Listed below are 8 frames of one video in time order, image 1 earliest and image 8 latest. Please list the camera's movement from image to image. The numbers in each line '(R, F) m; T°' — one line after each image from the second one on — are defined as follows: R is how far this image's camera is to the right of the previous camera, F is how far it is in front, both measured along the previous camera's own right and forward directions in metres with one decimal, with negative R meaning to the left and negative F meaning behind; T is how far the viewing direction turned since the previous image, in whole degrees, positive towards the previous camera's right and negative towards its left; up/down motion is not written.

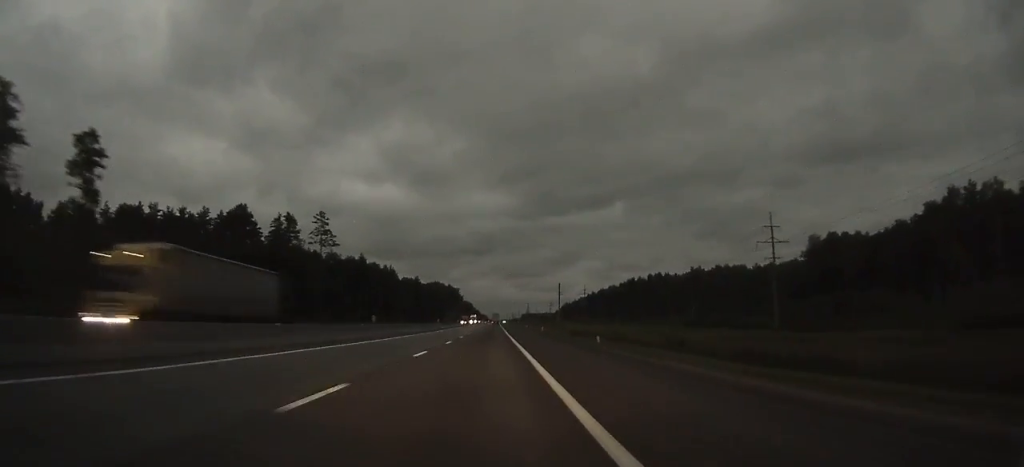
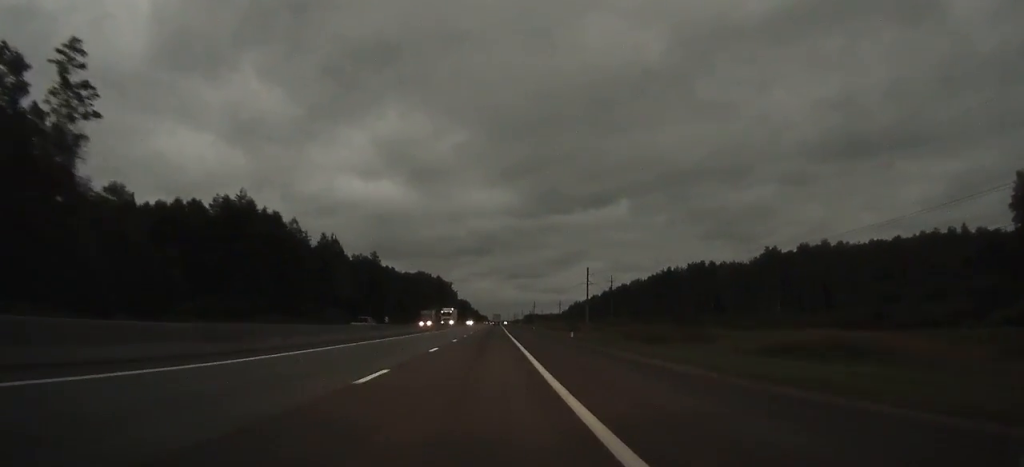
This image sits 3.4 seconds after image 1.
(-0.1, +80.5) m; 0°
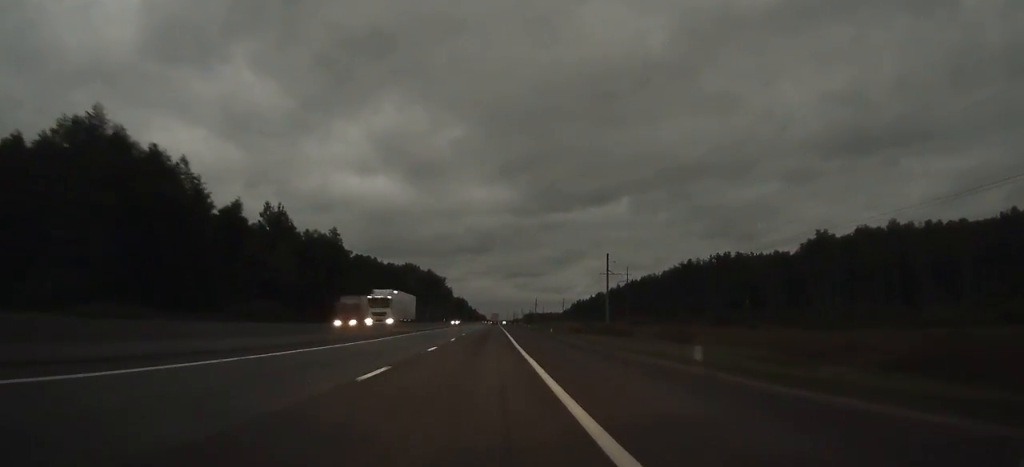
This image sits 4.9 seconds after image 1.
(0.0, +35.9) m; 0°
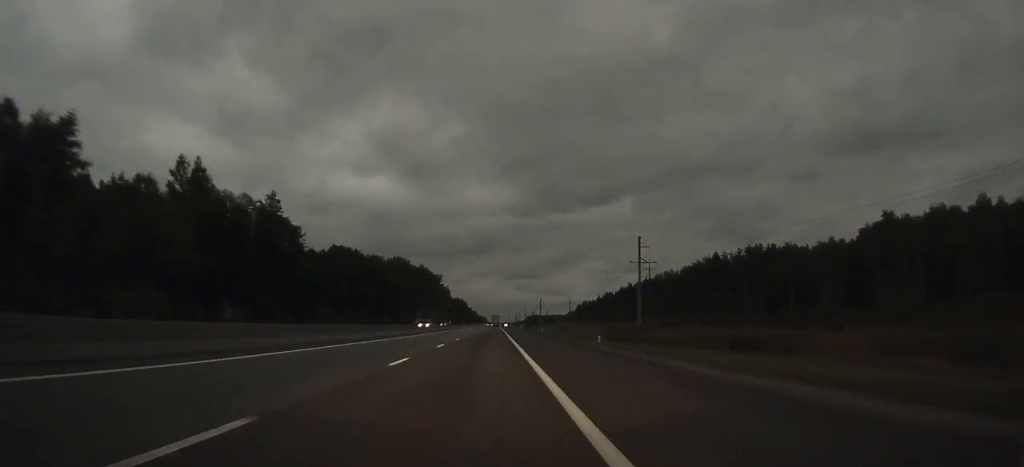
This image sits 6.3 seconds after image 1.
(-0.1, +32.5) m; 0°
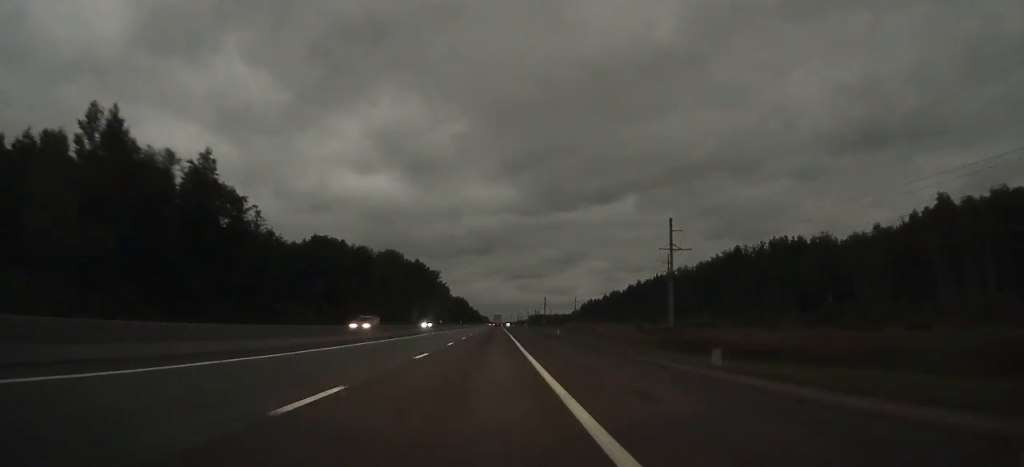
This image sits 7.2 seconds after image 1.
(0.0, +20.1) m; 0°
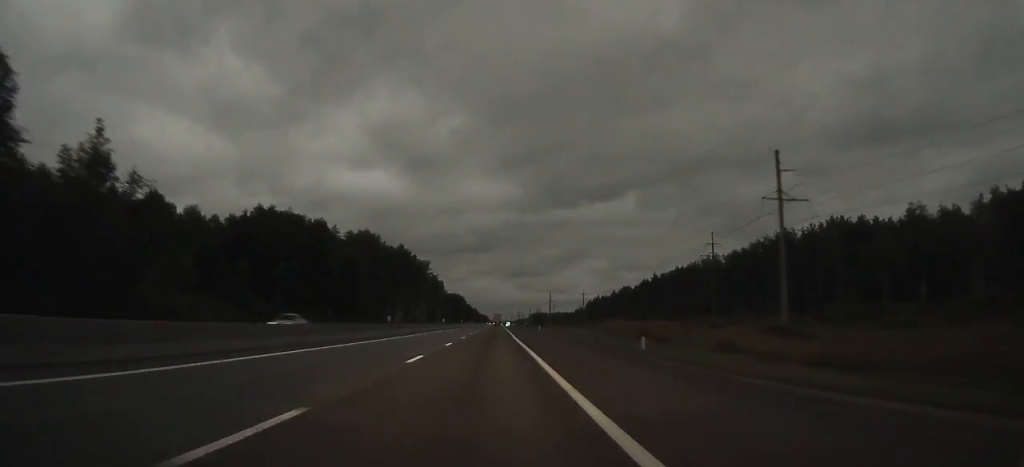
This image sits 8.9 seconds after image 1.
(0.0, +38.7) m; 0°
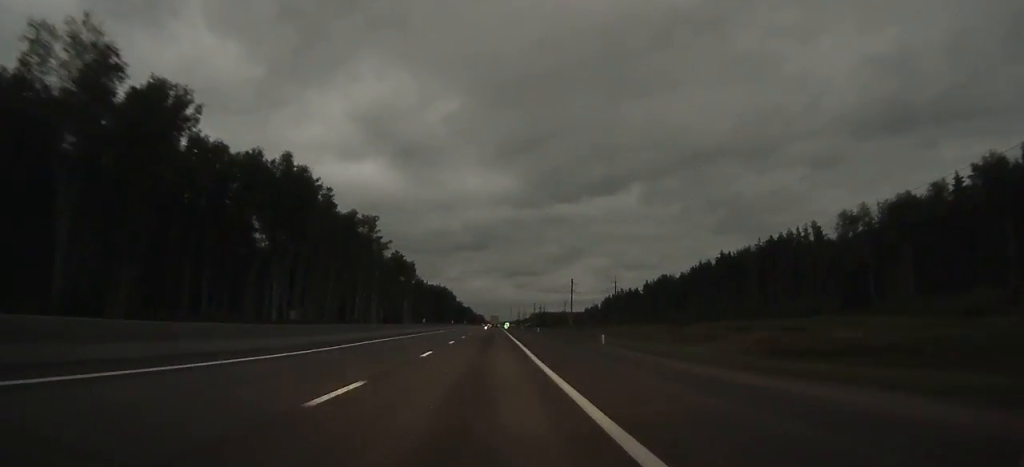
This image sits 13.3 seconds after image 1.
(-0.3, +103.2) m; 0°
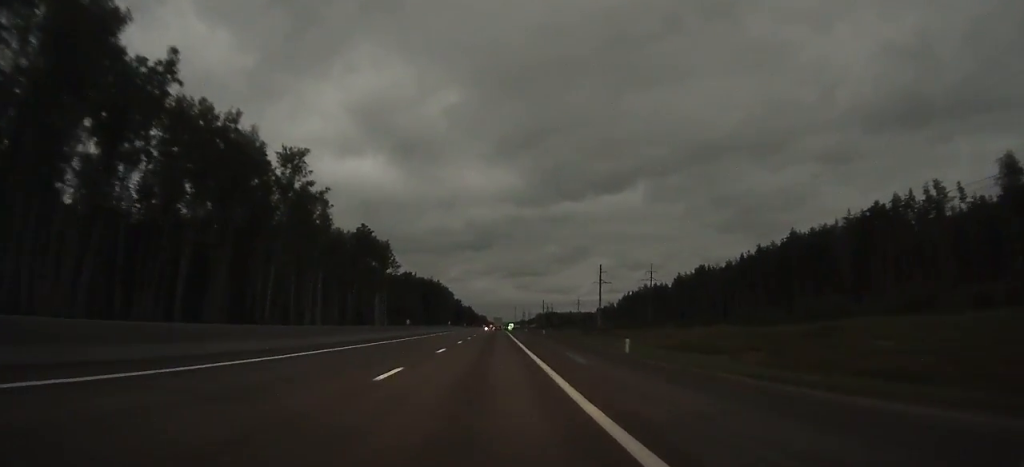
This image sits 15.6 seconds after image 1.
(-0.2, +55.3) m; 0°
